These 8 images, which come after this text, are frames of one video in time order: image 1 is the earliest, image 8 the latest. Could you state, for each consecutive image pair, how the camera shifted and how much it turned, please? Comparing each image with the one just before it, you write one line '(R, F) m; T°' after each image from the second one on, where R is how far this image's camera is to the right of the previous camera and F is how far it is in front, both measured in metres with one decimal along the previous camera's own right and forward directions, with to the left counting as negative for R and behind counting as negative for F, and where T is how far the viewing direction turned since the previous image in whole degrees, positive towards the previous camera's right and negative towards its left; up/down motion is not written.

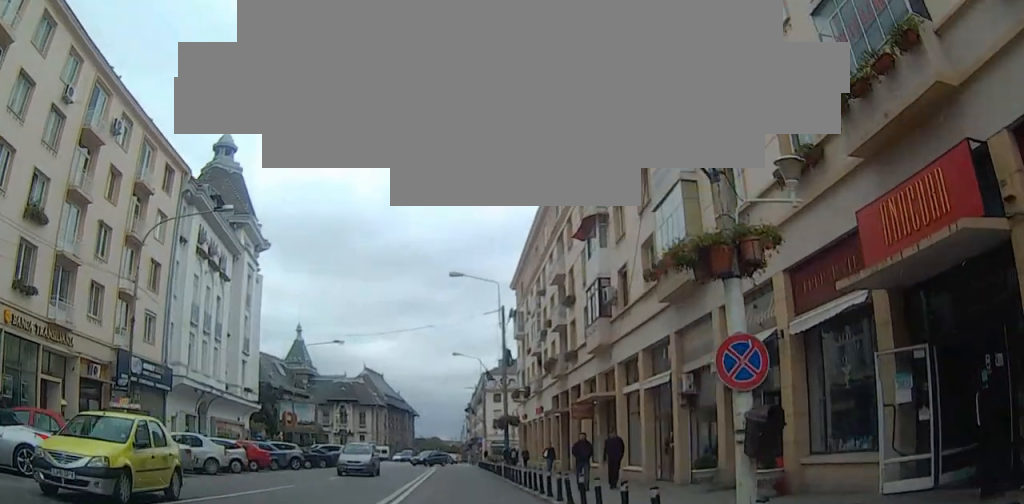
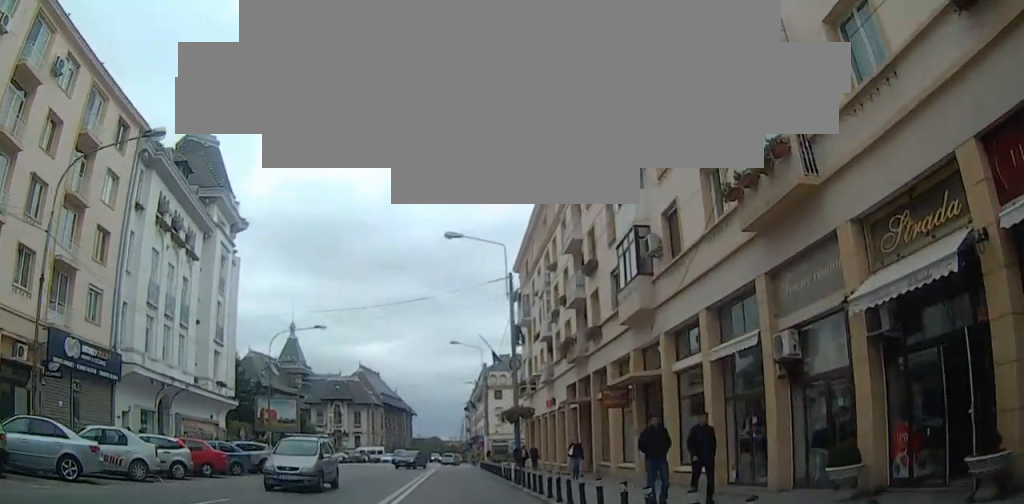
(0.0, +6.2) m; 0°
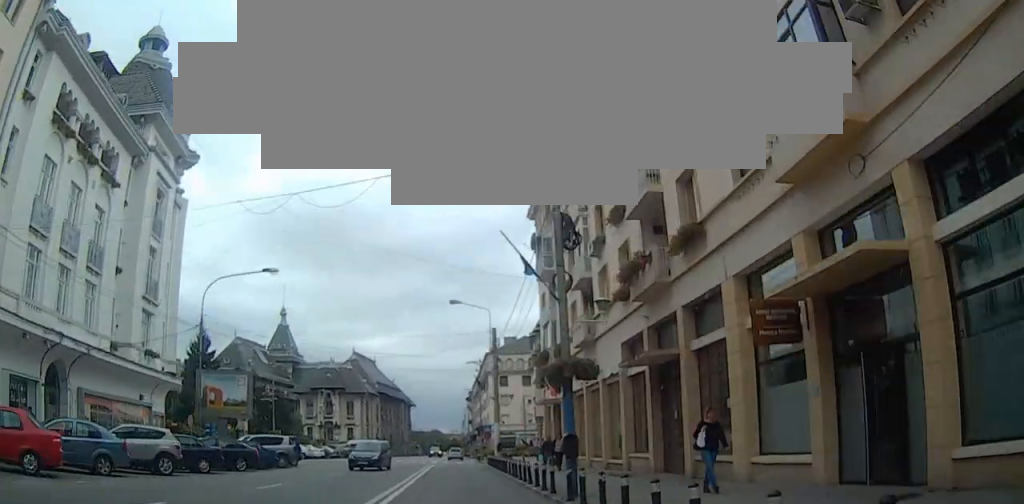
(+0.1, +12.0) m; 0°
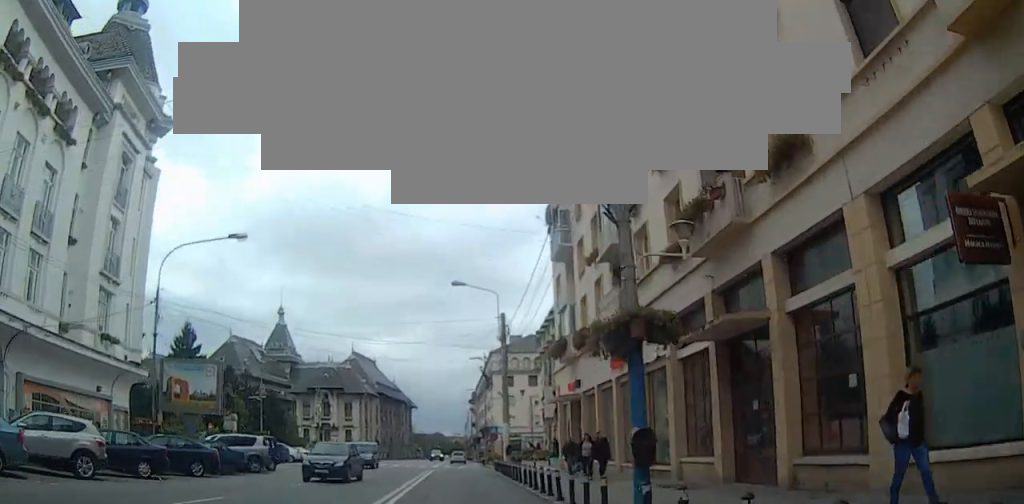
(-0.1, +5.2) m; 0°
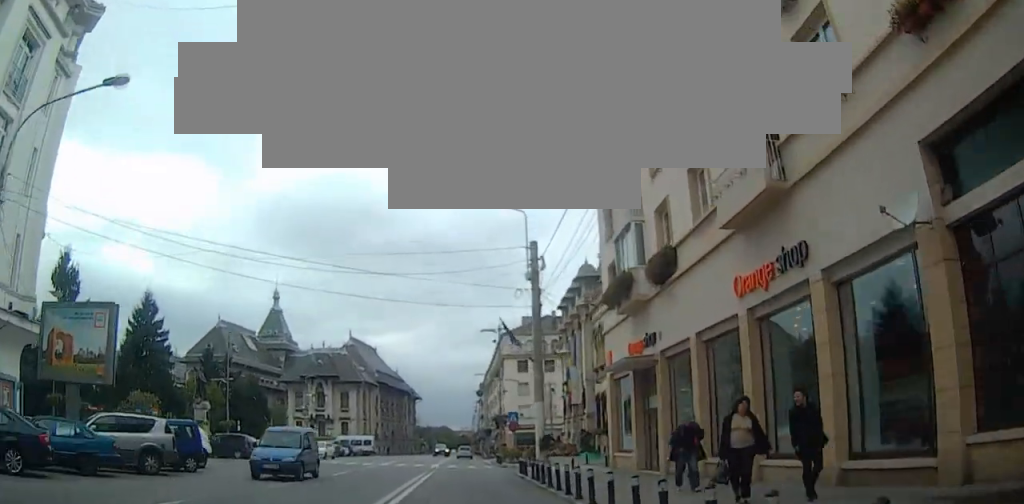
(+0.1, +11.2) m; +1°
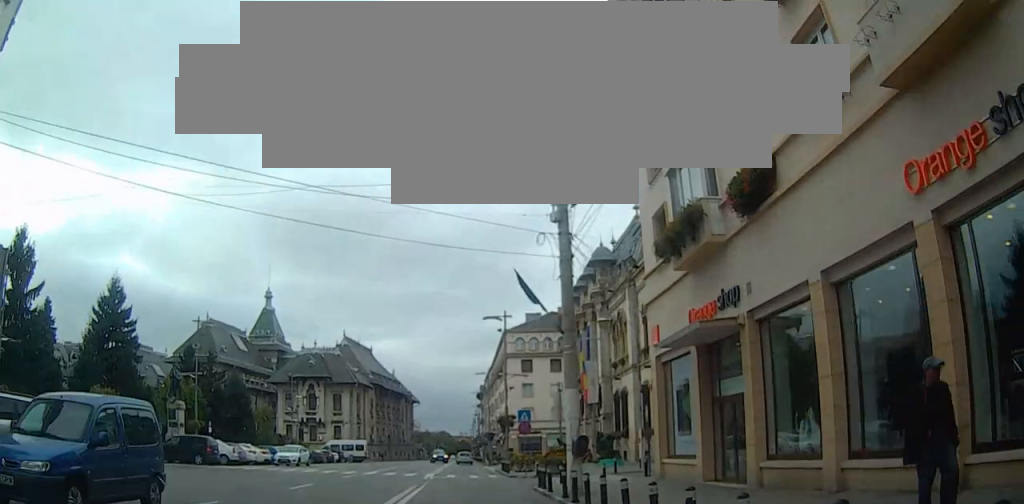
(0.0, +6.4) m; -1°
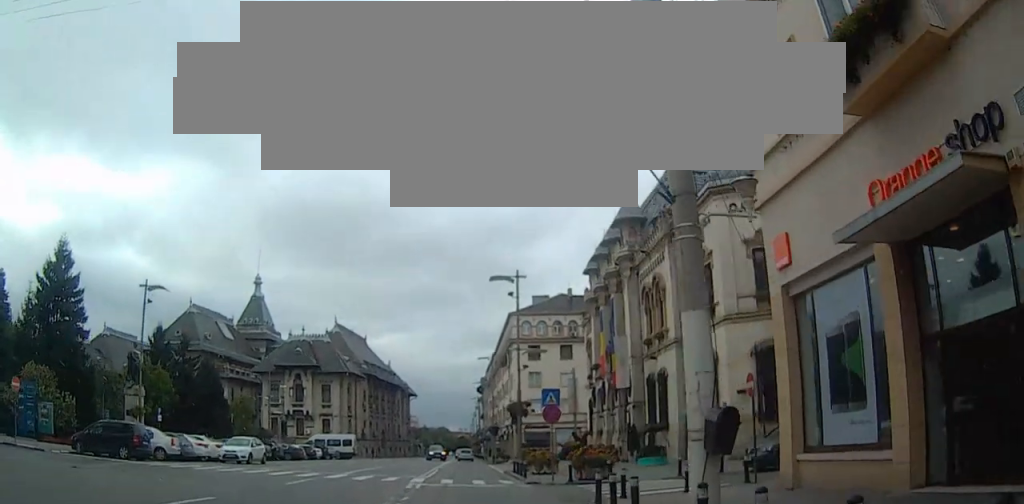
(-0.1, +9.2) m; 0°
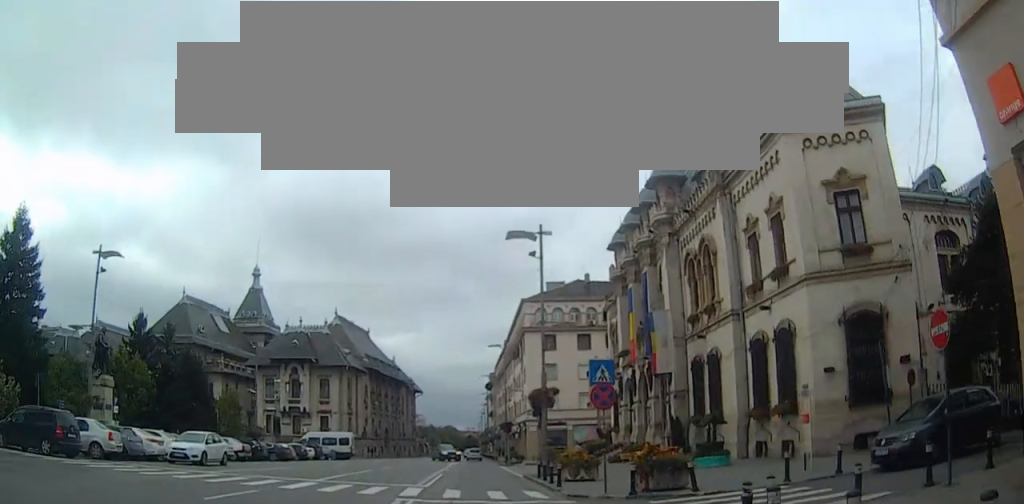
(+0.1, +8.1) m; +1°
